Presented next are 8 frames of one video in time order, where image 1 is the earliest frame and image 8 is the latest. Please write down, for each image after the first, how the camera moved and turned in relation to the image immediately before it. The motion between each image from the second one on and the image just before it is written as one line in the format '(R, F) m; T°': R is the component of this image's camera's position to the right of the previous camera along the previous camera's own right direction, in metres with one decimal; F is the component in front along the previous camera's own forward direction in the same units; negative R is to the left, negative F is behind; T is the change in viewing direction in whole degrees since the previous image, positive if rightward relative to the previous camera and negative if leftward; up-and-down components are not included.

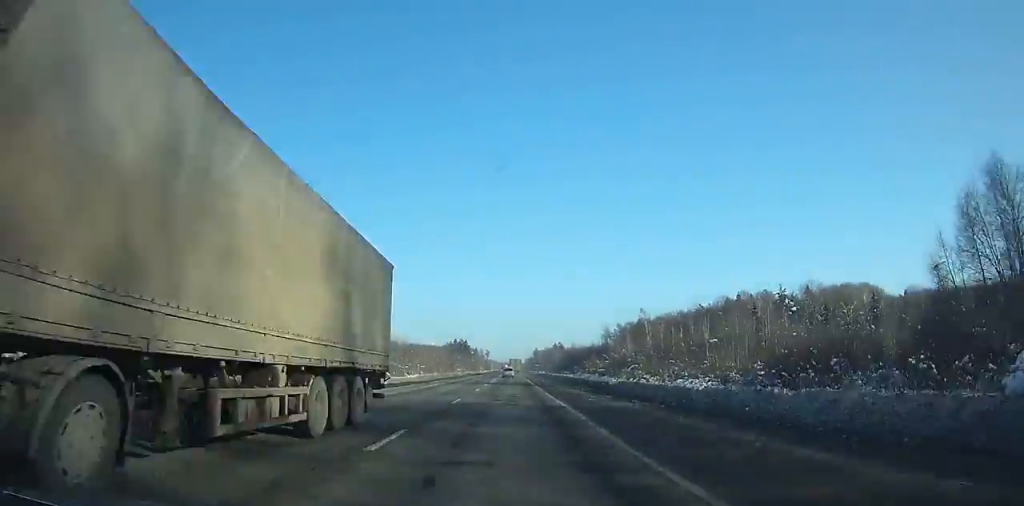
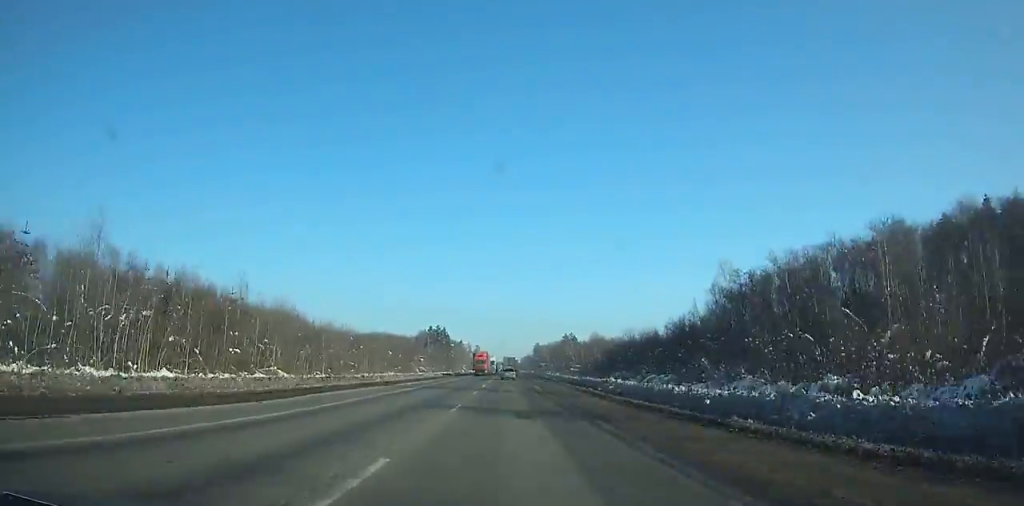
(0.0, +129.5) m; 0°
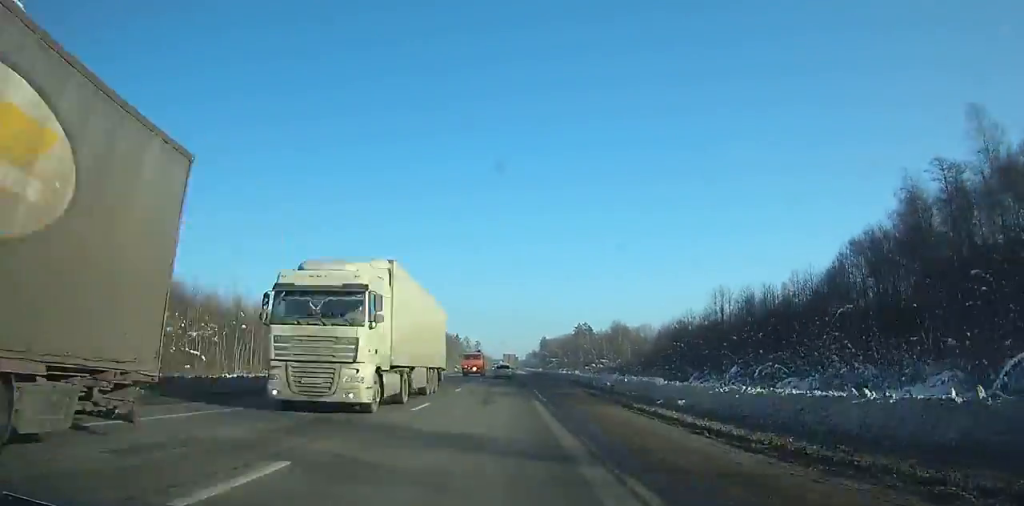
(0.0, +59.1) m; 0°
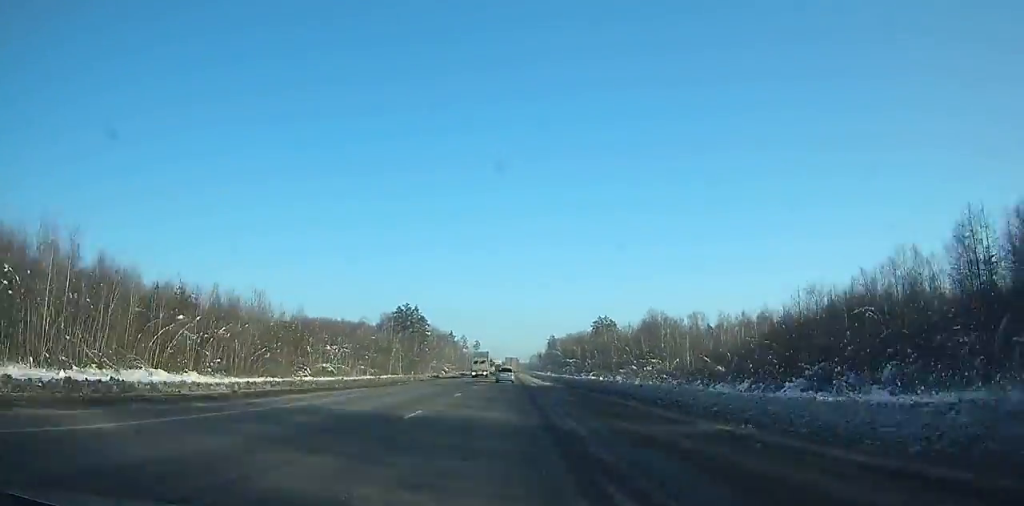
(-0.1, +65.1) m; 0°
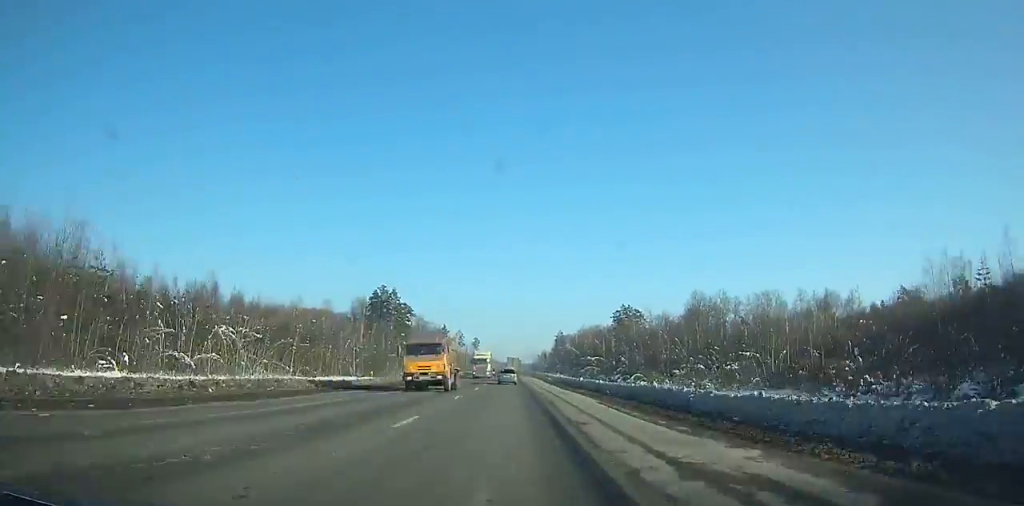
(-0.1, +52.0) m; 0°
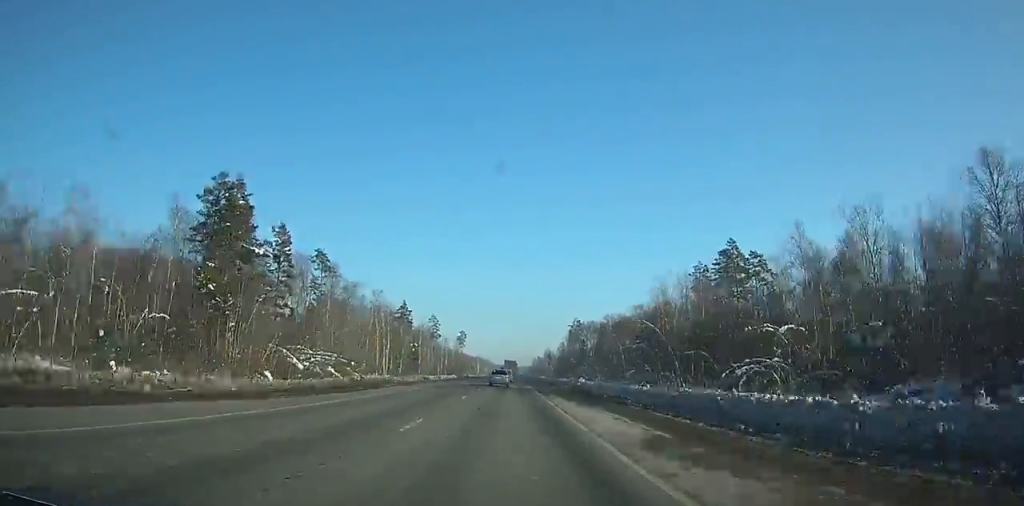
(+0.3, +110.1) m; 0°
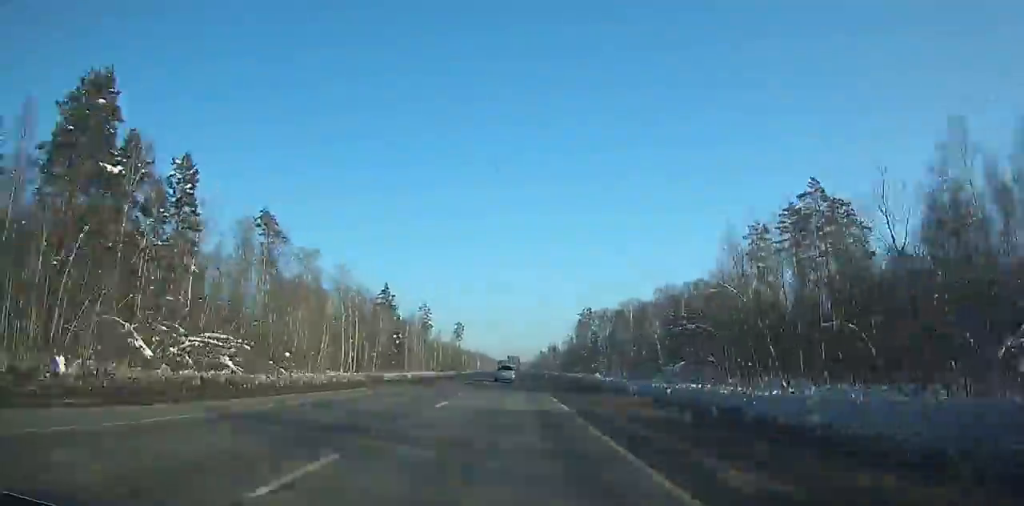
(+0.2, +31.4) m; 0°
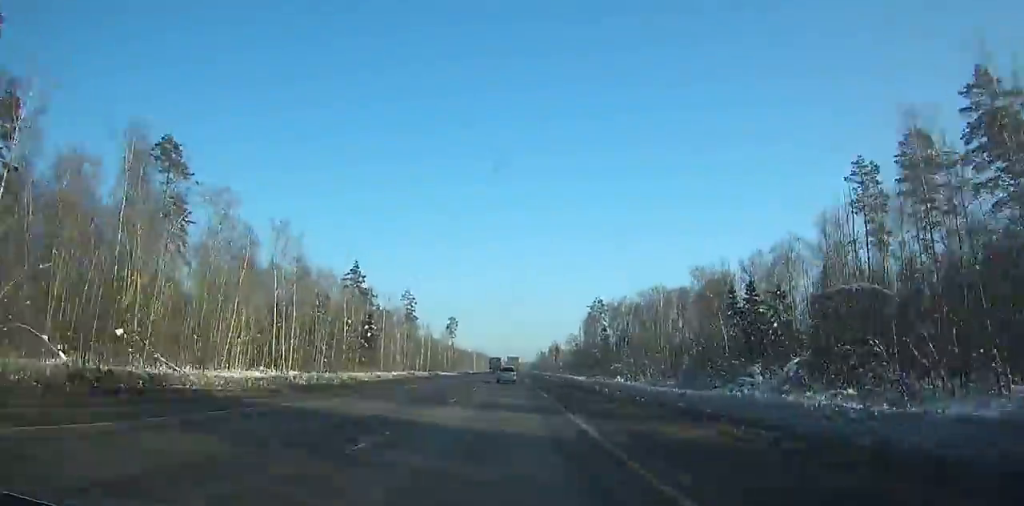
(+0.1, +33.8) m; 0°
